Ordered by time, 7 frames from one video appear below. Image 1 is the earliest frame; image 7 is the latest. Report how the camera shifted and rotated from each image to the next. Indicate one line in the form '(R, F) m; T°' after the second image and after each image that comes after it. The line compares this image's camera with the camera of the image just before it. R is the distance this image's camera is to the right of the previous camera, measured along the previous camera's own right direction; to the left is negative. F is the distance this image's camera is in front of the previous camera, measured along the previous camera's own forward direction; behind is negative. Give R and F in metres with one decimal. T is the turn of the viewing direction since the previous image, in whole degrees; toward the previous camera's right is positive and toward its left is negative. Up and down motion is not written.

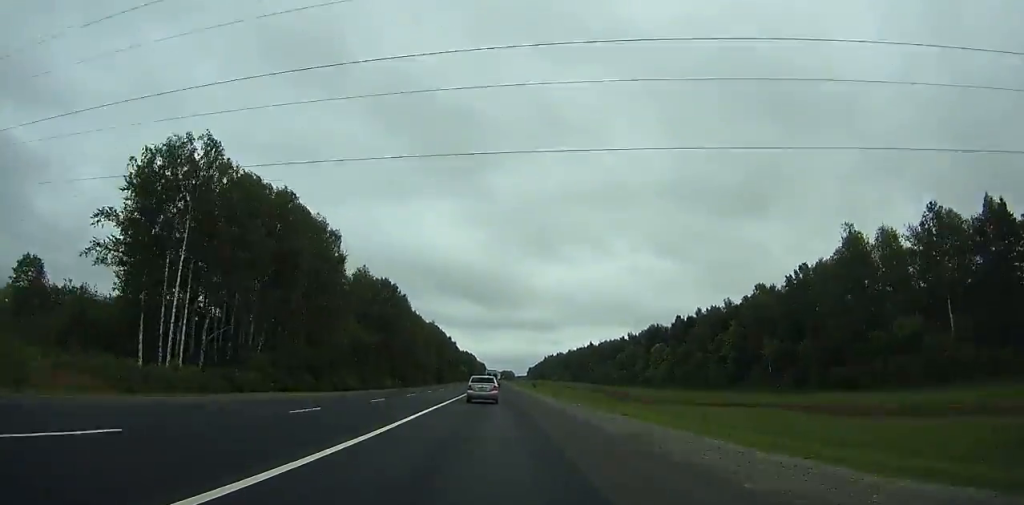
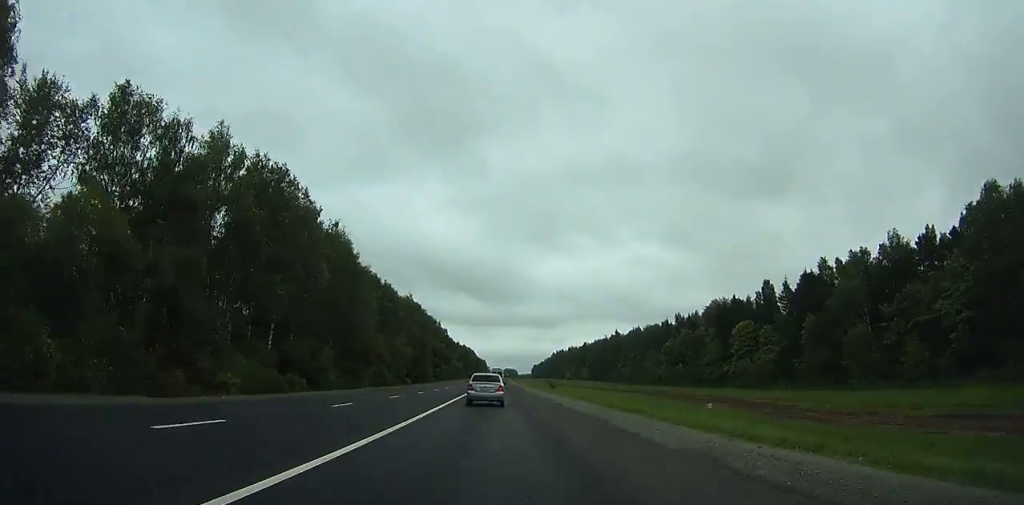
(+0.7, +69.2) m; +1°
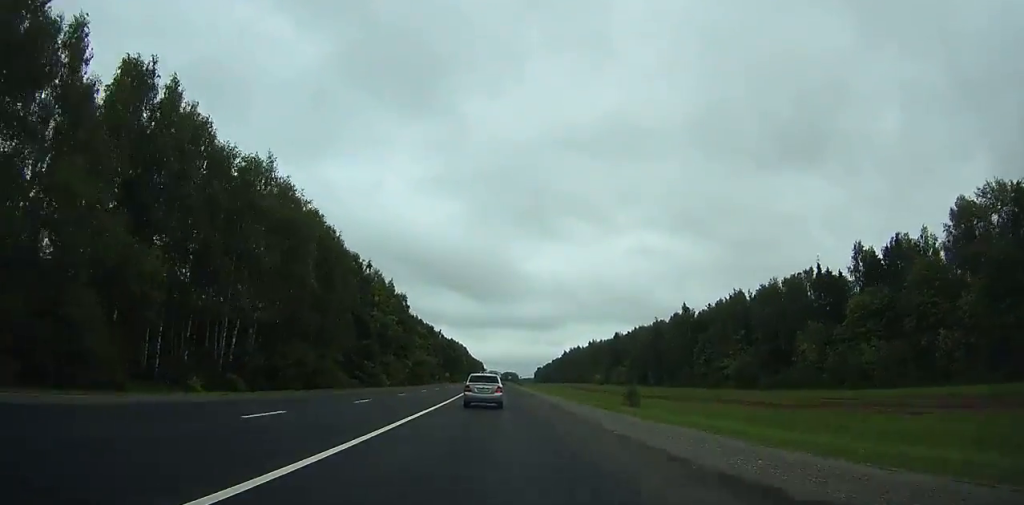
(+0.6, +104.8) m; 0°
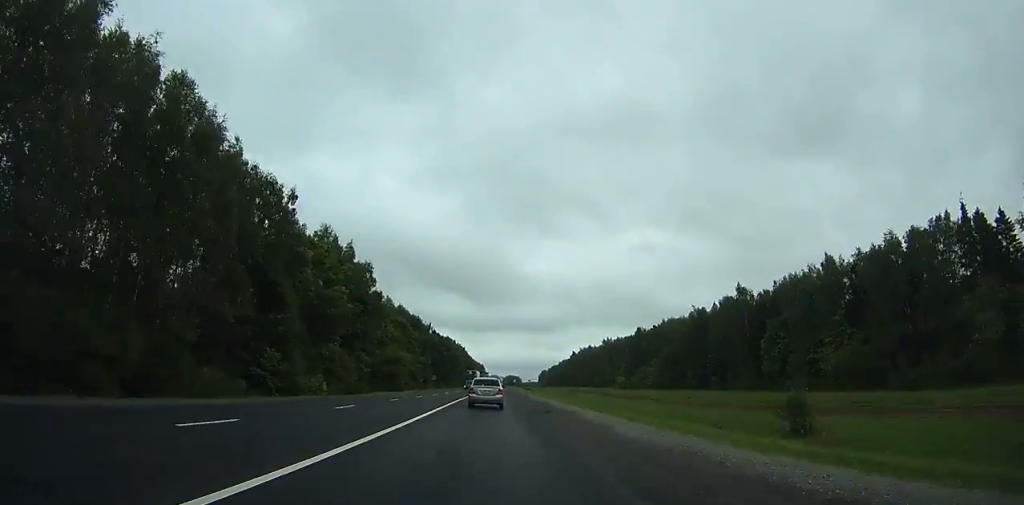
(-0.1, +40.0) m; 0°
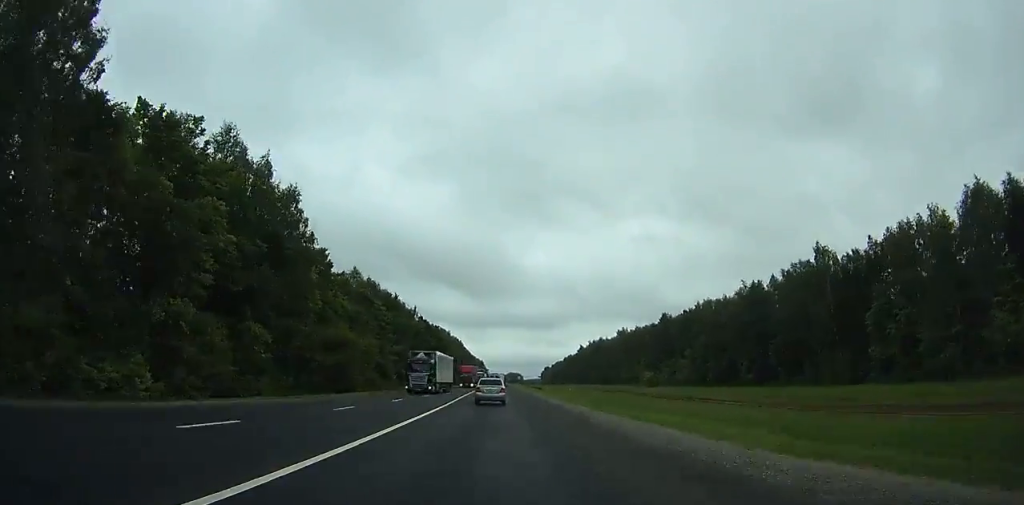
(0.0, +36.3) m; 0°
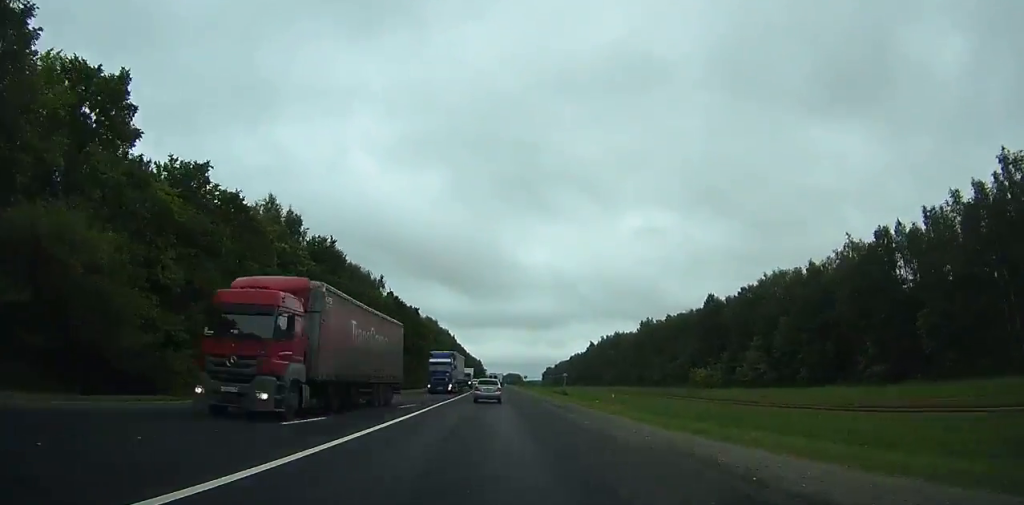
(+0.1, +44.9) m; 0°
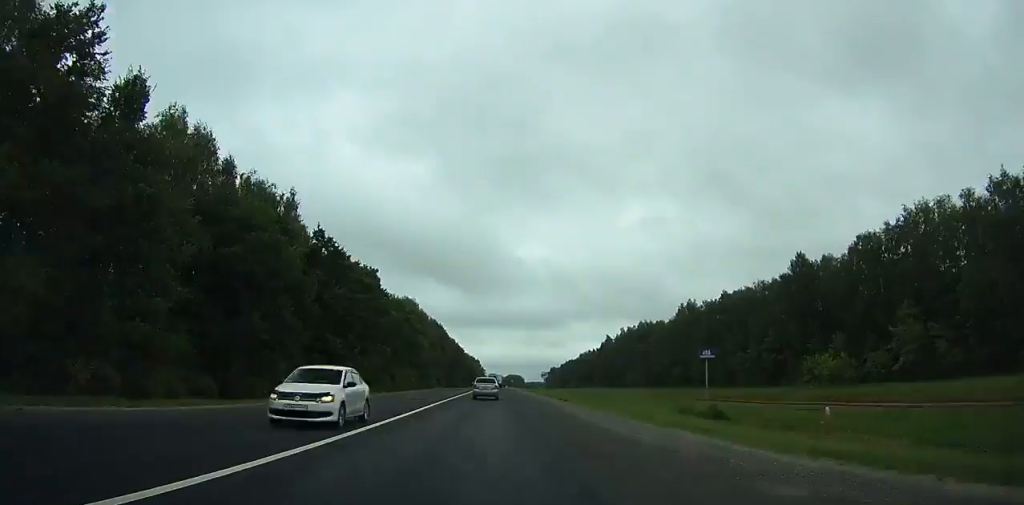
(-0.3, +48.3) m; -1°
